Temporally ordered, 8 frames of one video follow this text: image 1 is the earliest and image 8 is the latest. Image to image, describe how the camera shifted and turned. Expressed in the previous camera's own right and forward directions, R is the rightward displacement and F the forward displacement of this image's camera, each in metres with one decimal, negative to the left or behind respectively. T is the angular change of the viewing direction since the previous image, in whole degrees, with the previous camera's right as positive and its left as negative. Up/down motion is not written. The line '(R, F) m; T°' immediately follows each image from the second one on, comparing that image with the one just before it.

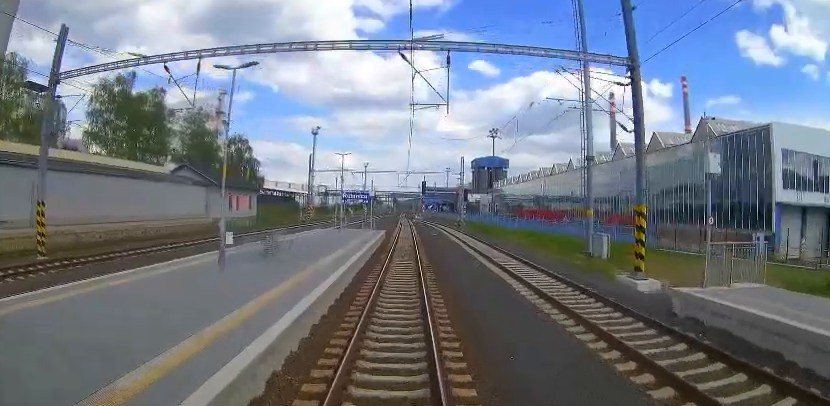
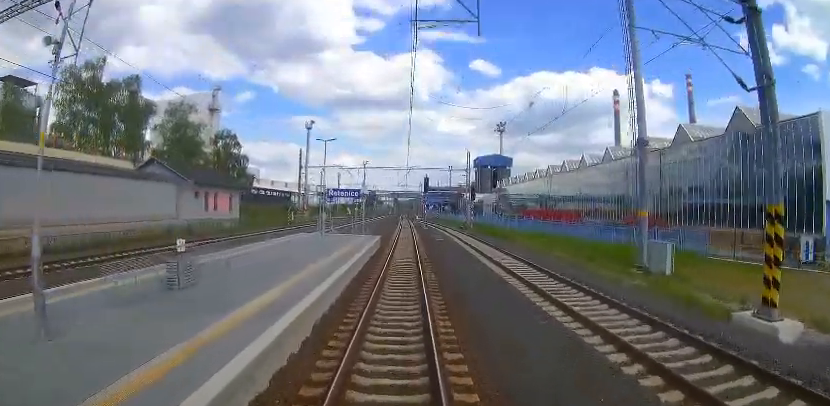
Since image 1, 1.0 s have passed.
(-0.4, +5.6) m; -1°
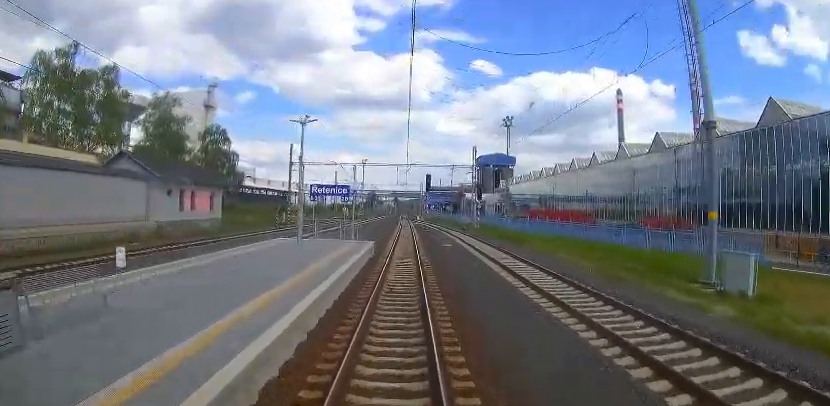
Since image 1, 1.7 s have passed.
(+0.2, +4.7) m; +2°
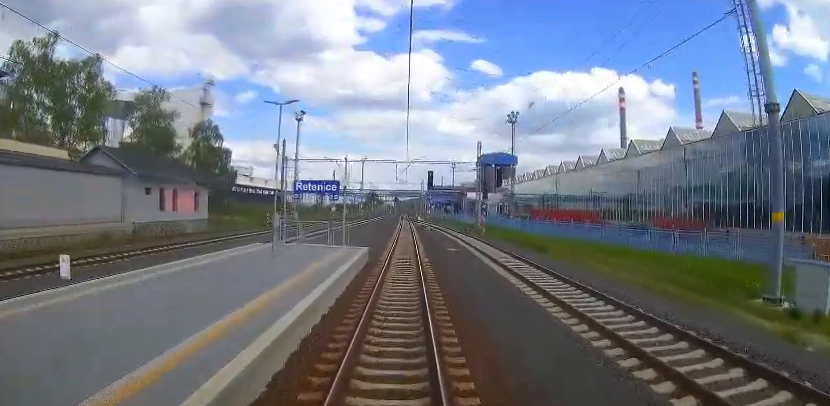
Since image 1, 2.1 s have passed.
(+0.1, +3.1) m; +2°
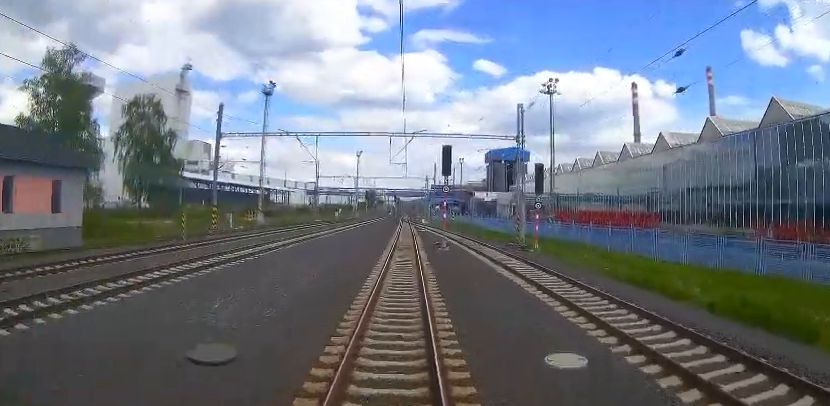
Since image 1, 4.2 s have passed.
(+0.2, +18.2) m; +1°
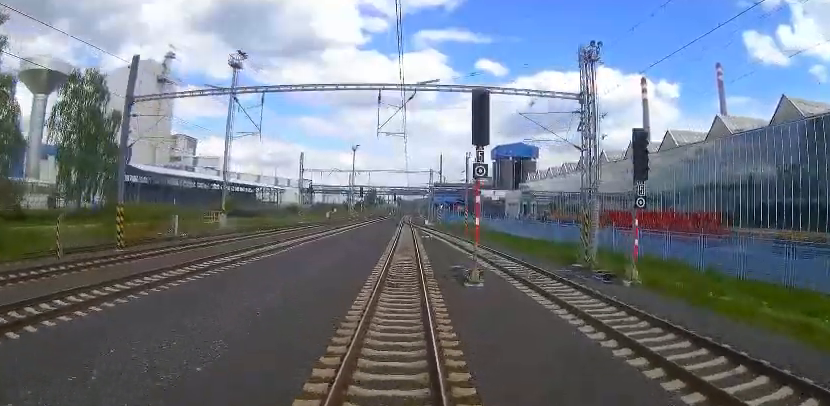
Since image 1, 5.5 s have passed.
(0.0, +12.3) m; 0°
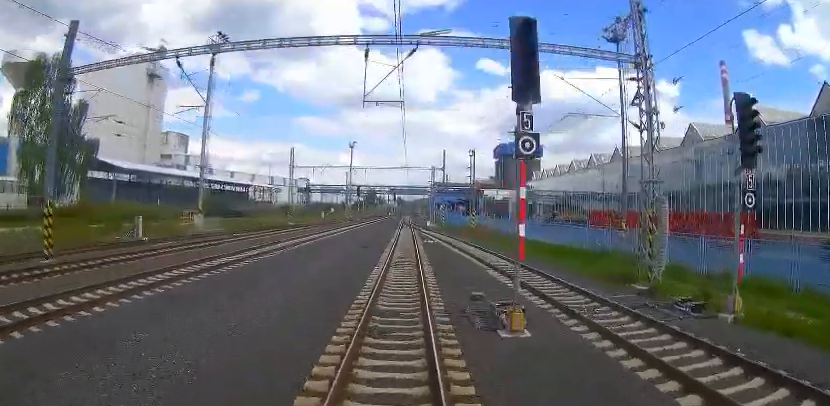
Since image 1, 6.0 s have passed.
(0.0, +5.6) m; 0°
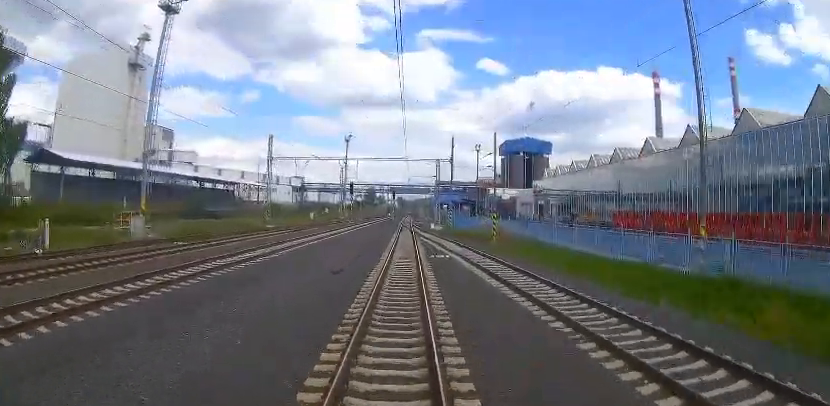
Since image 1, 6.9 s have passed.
(0.0, +10.2) m; 0°
